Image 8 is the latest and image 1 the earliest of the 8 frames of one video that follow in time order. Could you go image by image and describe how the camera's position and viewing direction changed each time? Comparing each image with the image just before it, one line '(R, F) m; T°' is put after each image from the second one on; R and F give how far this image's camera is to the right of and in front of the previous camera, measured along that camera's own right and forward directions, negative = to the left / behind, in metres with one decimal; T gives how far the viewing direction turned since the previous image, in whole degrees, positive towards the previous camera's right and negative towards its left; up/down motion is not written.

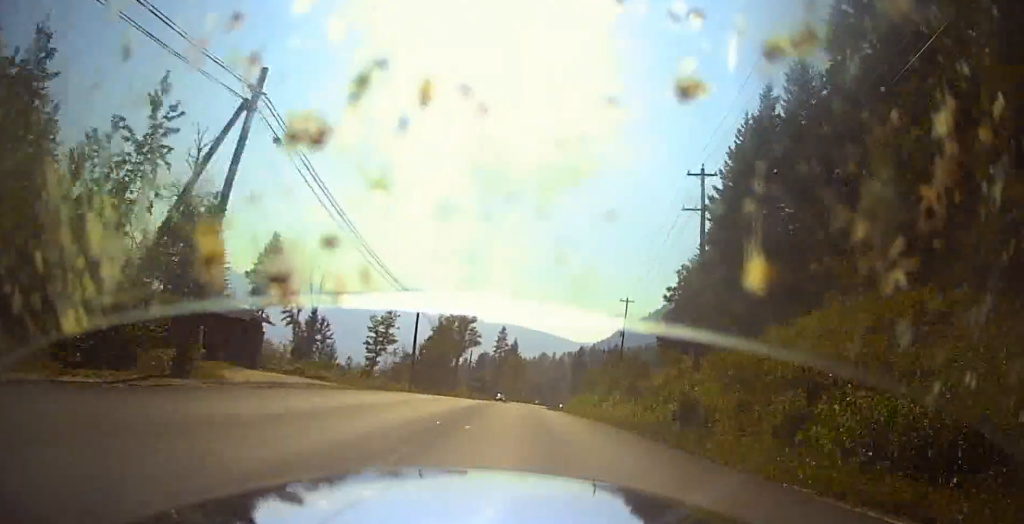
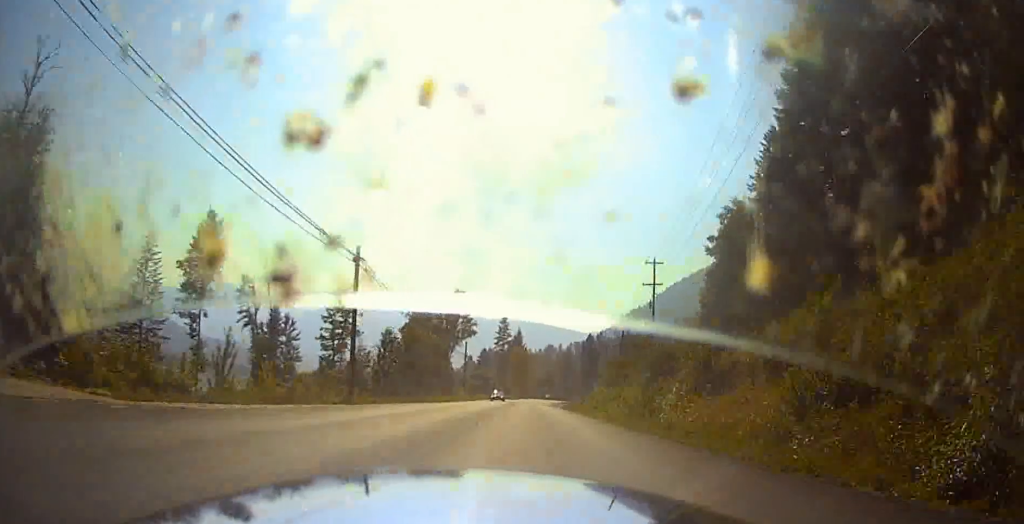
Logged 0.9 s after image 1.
(+0.1, +21.3) m; 0°
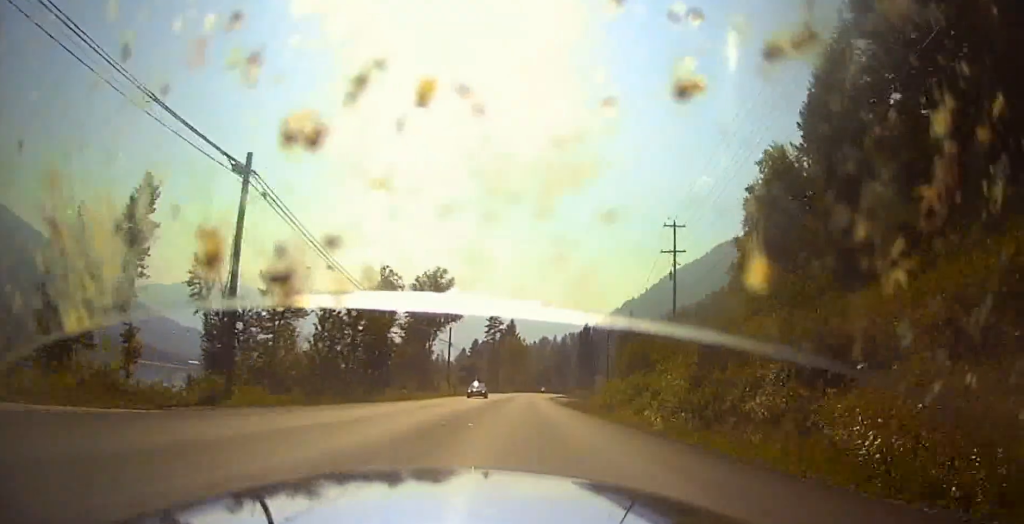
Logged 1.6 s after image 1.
(0.0, +14.3) m; 0°
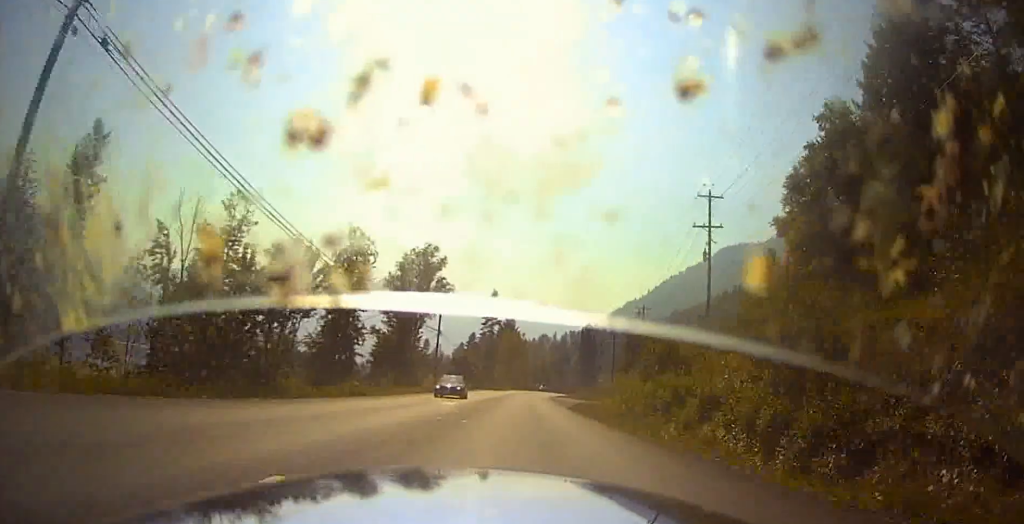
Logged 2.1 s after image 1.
(-0.1, +9.9) m; 0°
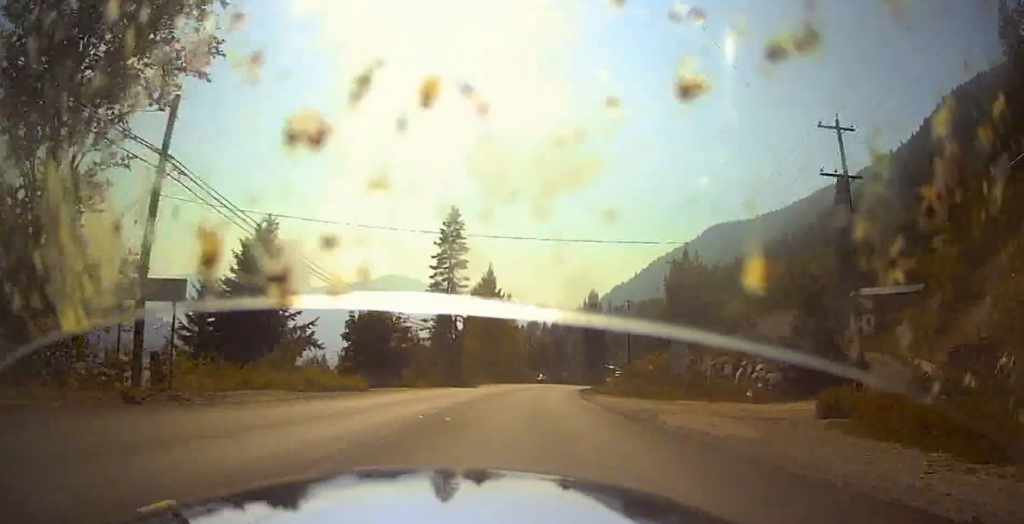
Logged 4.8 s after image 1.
(+1.1, +55.7) m; +3°
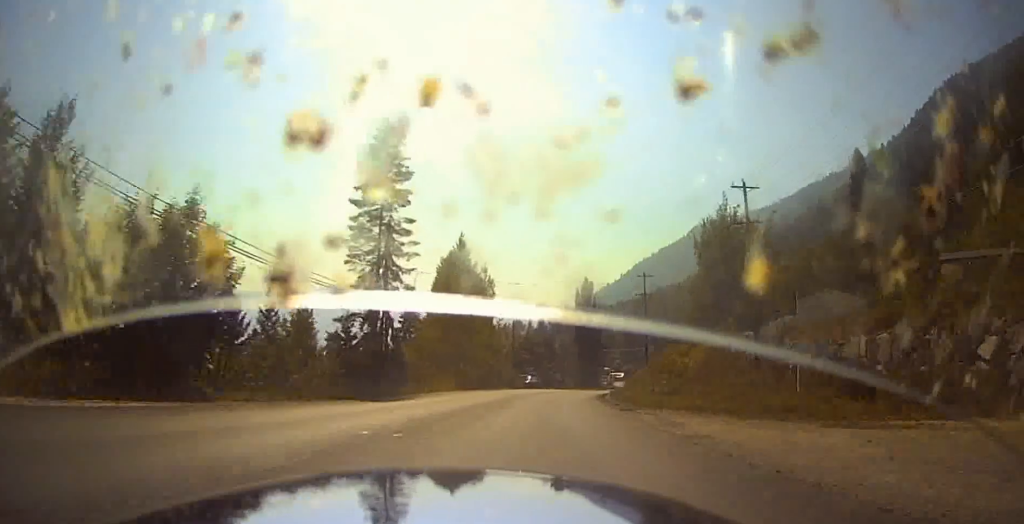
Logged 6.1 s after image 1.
(+0.2, +29.3) m; +2°
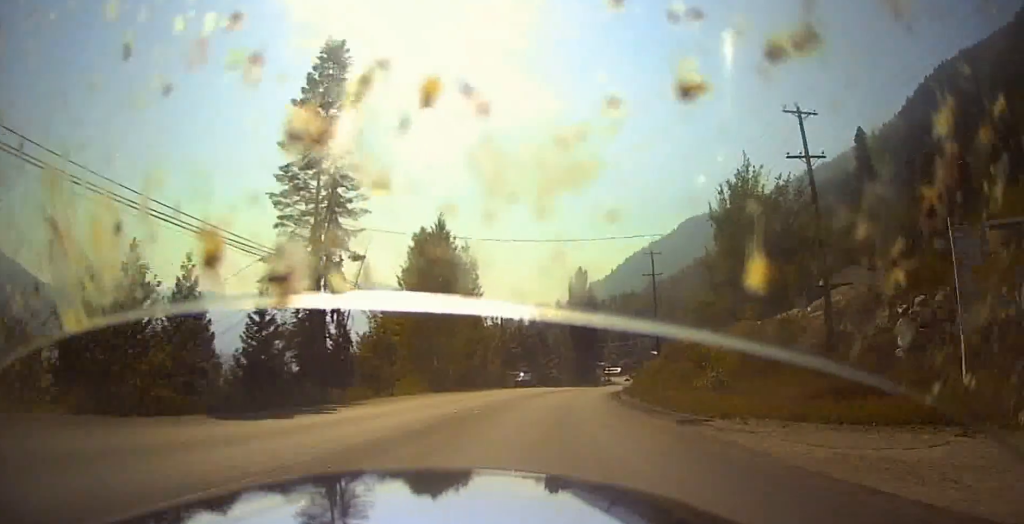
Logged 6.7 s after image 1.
(+0.1, +13.0) m; +2°
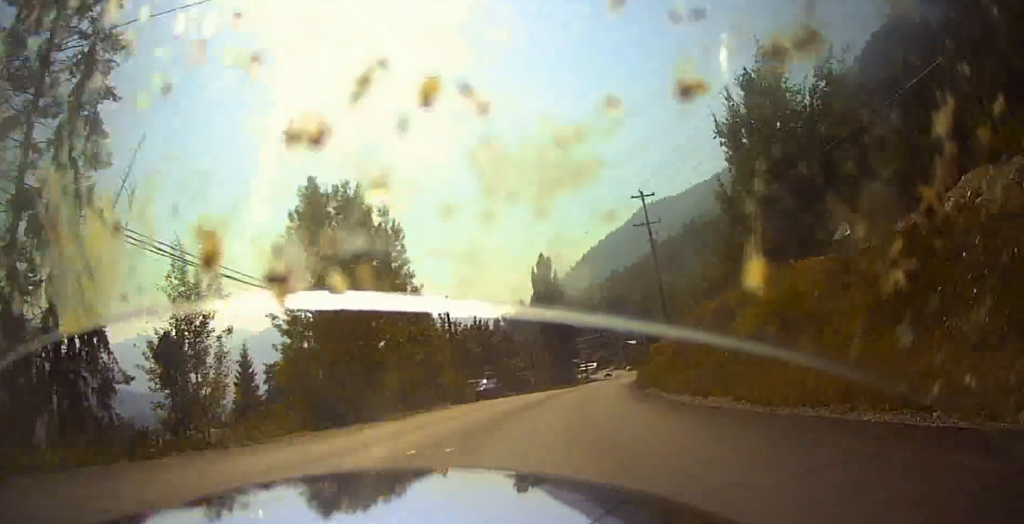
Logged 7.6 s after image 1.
(+0.7, +21.9) m; +3°
